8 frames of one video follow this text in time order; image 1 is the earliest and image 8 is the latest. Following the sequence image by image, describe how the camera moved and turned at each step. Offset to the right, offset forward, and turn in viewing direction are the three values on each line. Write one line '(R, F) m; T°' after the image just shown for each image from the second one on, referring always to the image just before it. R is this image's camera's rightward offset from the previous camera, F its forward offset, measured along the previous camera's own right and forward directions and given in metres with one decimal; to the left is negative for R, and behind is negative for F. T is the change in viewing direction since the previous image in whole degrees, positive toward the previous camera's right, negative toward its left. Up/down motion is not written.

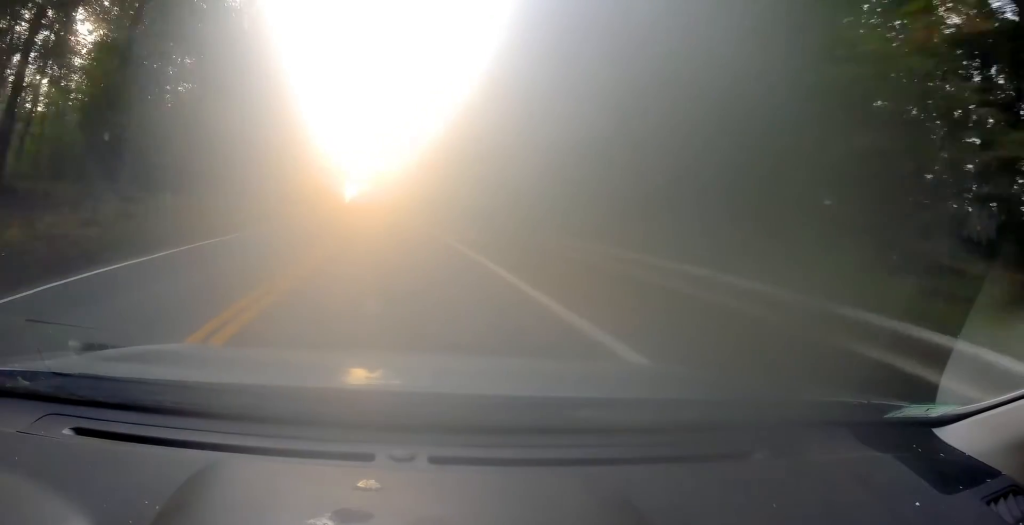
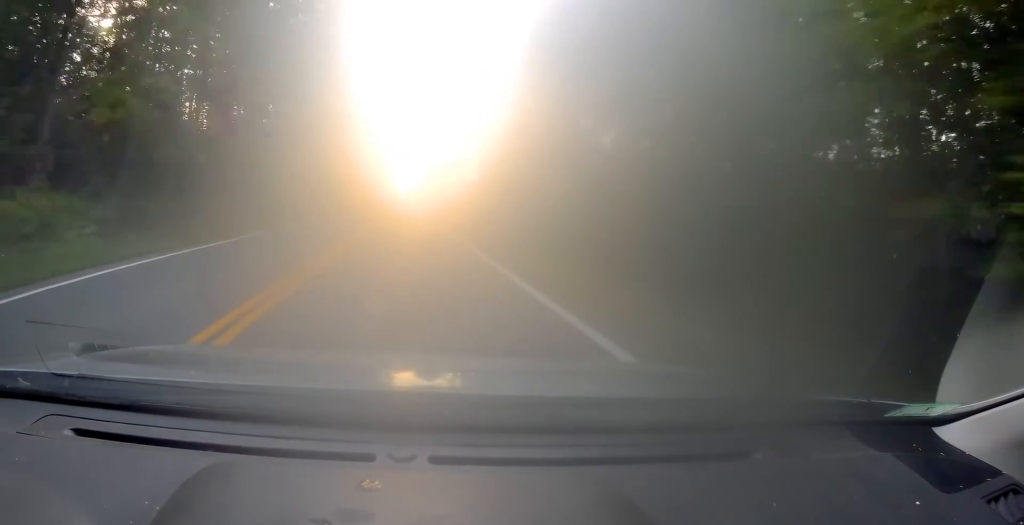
(-4.2, +52.6) m; -8°
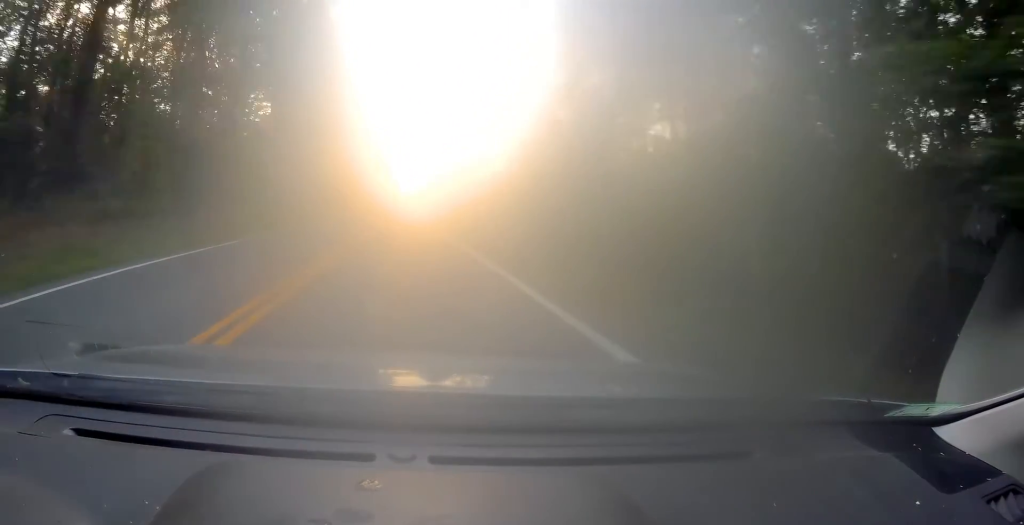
(-0.2, +16.9) m; -1°
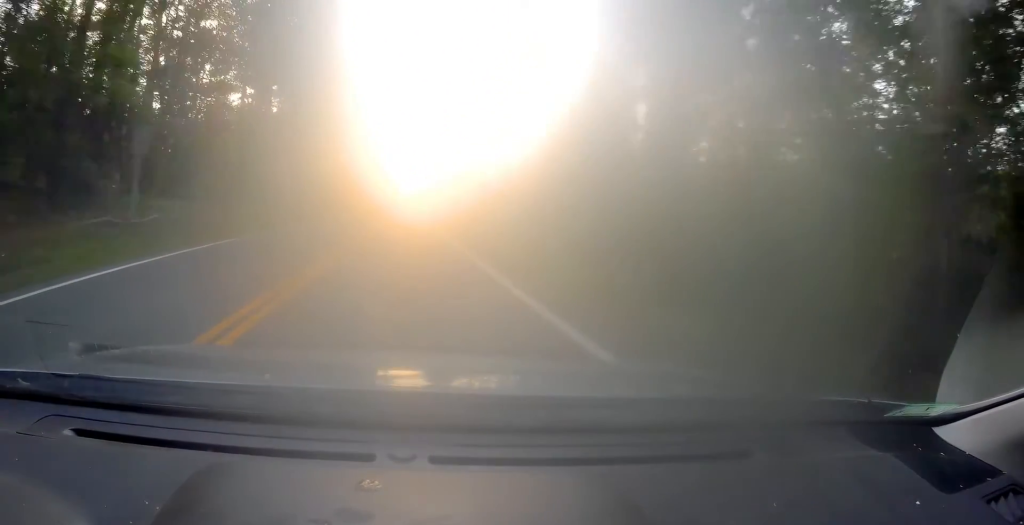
(0.0, +10.1) m; 0°
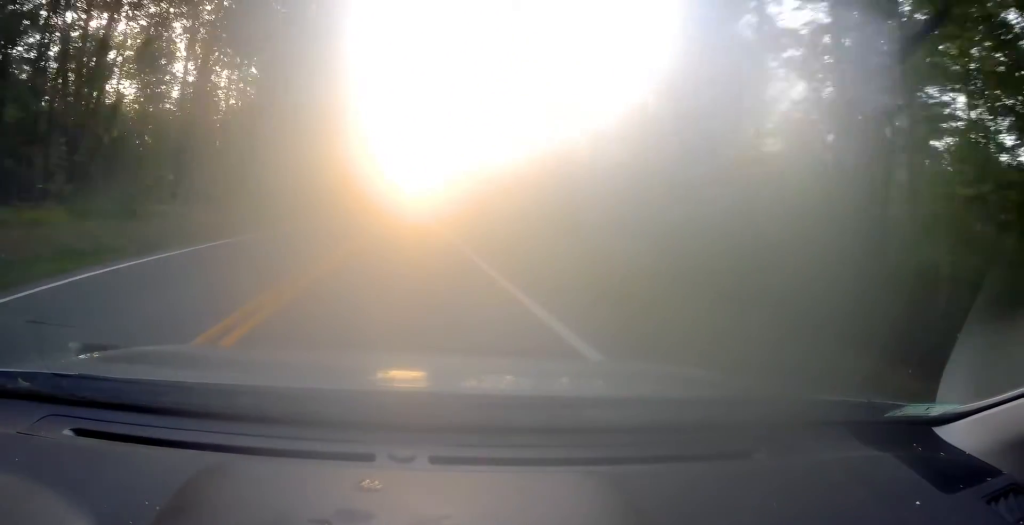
(-0.1, +11.5) m; 0°
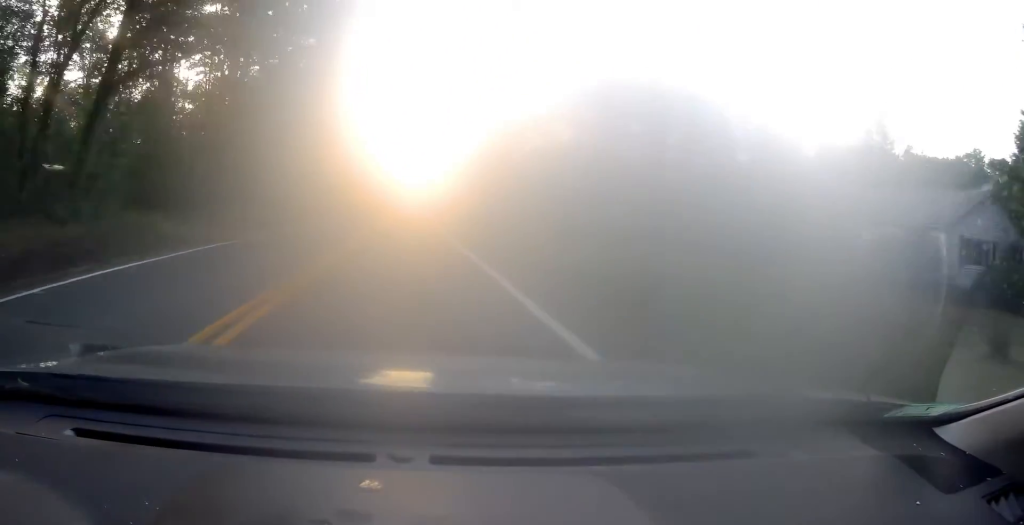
(+0.1, +21.4) m; 0°
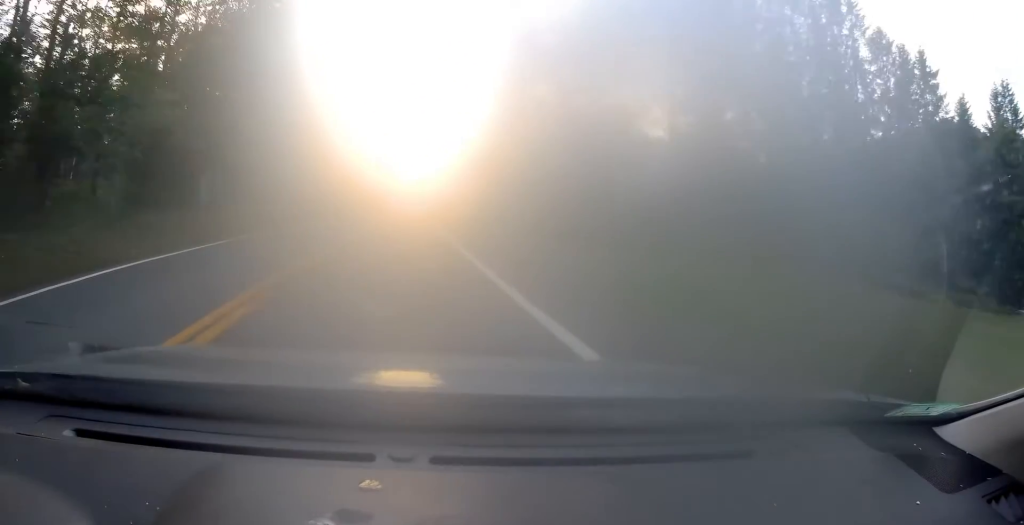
(-0.5, +27.6) m; -2°
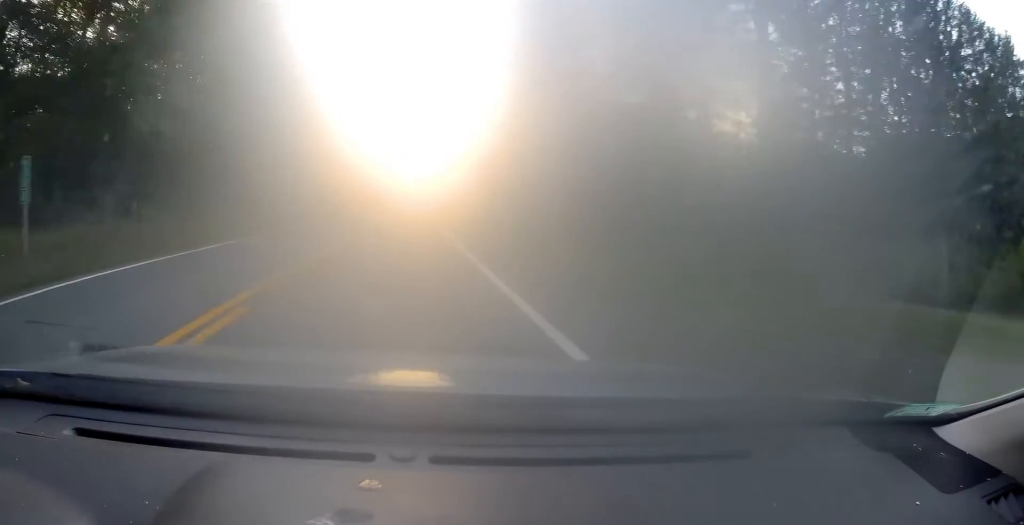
(-0.3, +10.8) m; 0°
